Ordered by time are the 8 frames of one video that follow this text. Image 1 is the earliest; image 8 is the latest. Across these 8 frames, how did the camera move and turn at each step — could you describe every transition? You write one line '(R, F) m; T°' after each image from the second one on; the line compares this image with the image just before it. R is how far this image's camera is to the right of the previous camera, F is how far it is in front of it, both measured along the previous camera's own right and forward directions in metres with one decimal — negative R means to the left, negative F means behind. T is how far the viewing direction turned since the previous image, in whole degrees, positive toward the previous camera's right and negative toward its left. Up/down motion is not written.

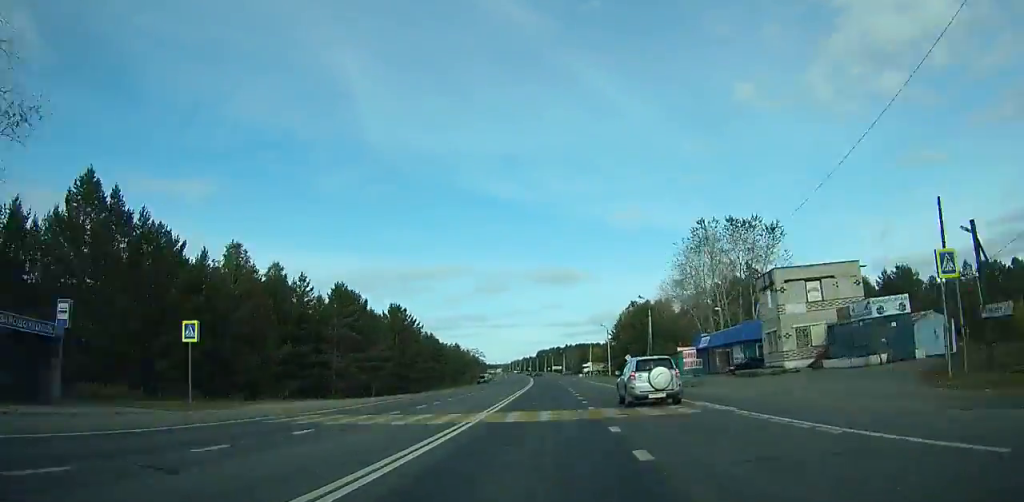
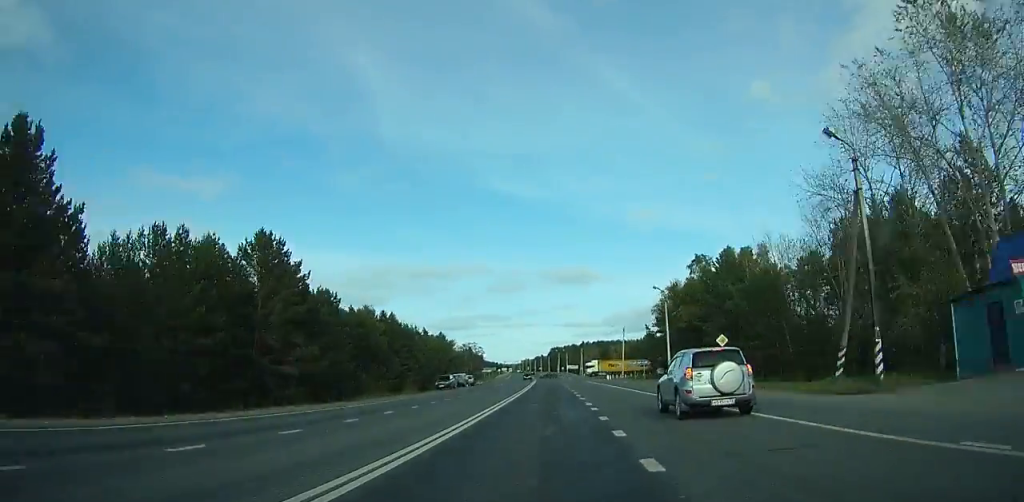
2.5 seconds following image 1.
(-0.3, +48.3) m; -1°
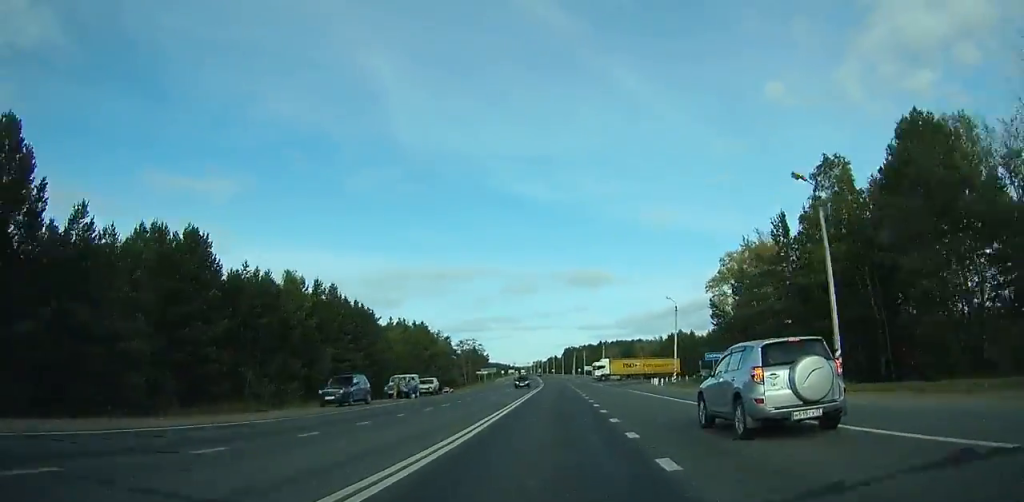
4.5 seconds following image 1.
(-0.2, +38.4) m; -1°
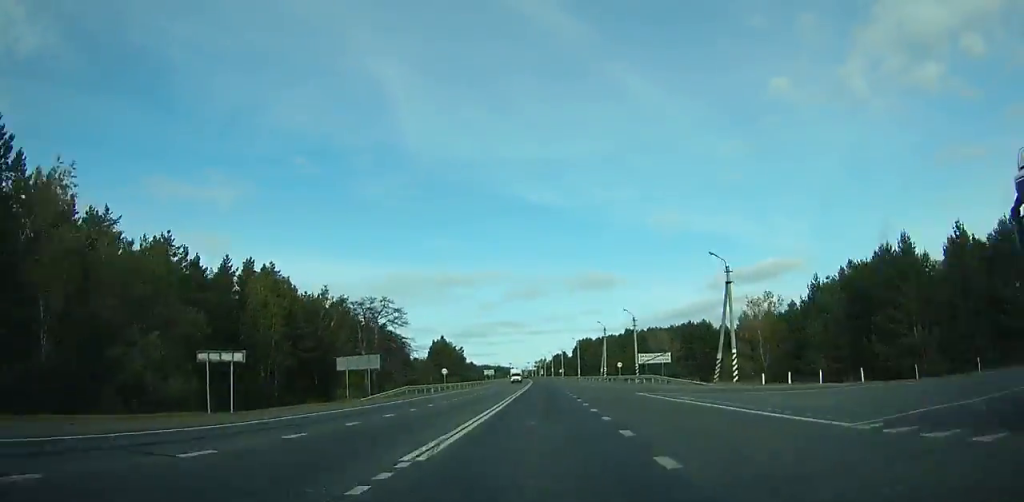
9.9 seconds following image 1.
(-2.1, +103.5) m; -2°
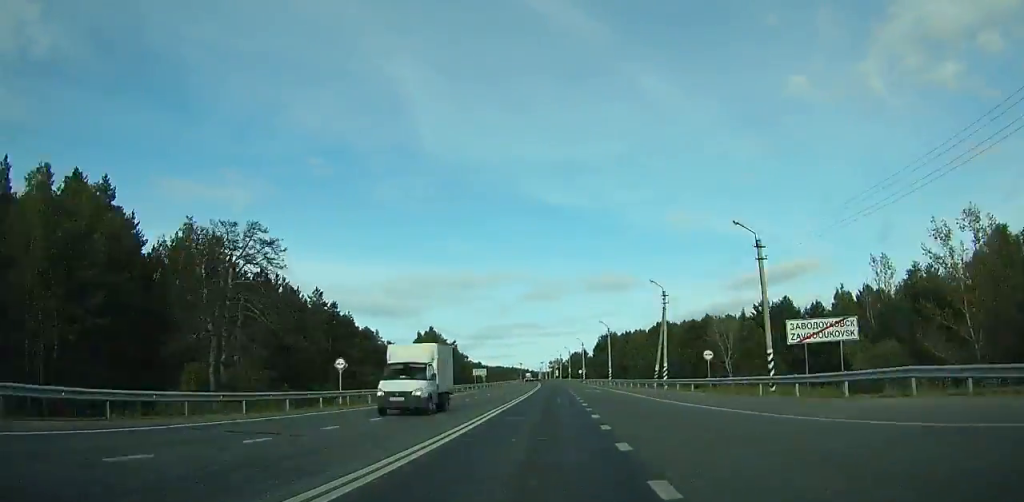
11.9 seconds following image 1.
(-0.2, +39.6) m; -1°
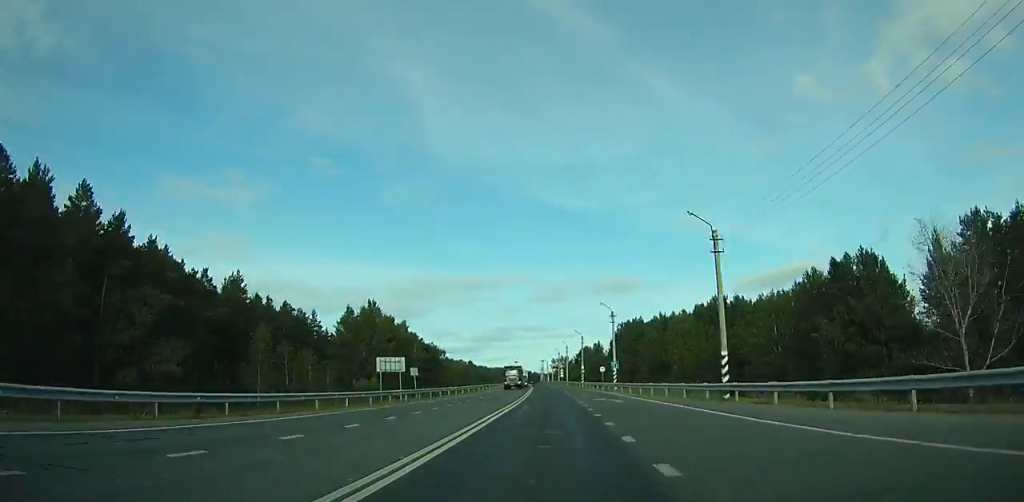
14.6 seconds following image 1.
(-0.4, +54.5) m; -1°
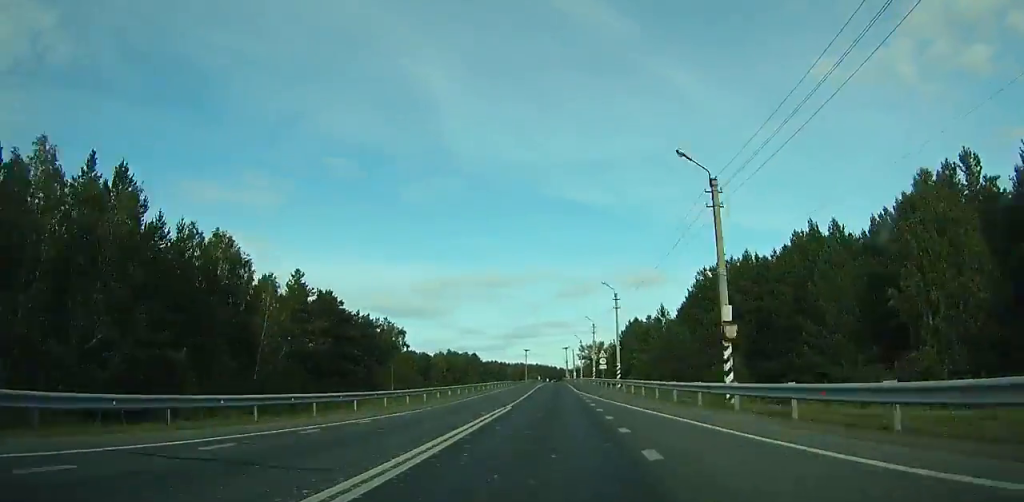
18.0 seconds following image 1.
(-0.9, +70.8) m; -2°
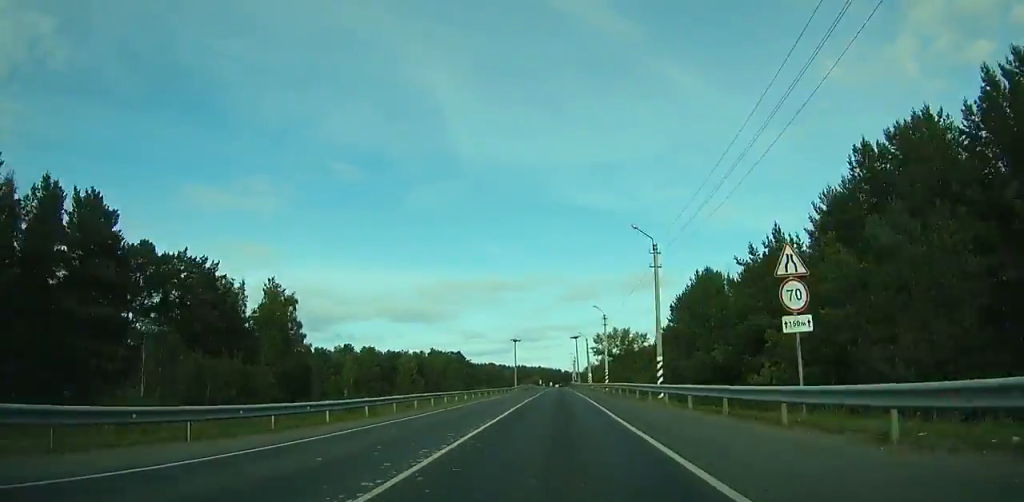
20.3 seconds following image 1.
(-0.5, +49.5) m; -1°
